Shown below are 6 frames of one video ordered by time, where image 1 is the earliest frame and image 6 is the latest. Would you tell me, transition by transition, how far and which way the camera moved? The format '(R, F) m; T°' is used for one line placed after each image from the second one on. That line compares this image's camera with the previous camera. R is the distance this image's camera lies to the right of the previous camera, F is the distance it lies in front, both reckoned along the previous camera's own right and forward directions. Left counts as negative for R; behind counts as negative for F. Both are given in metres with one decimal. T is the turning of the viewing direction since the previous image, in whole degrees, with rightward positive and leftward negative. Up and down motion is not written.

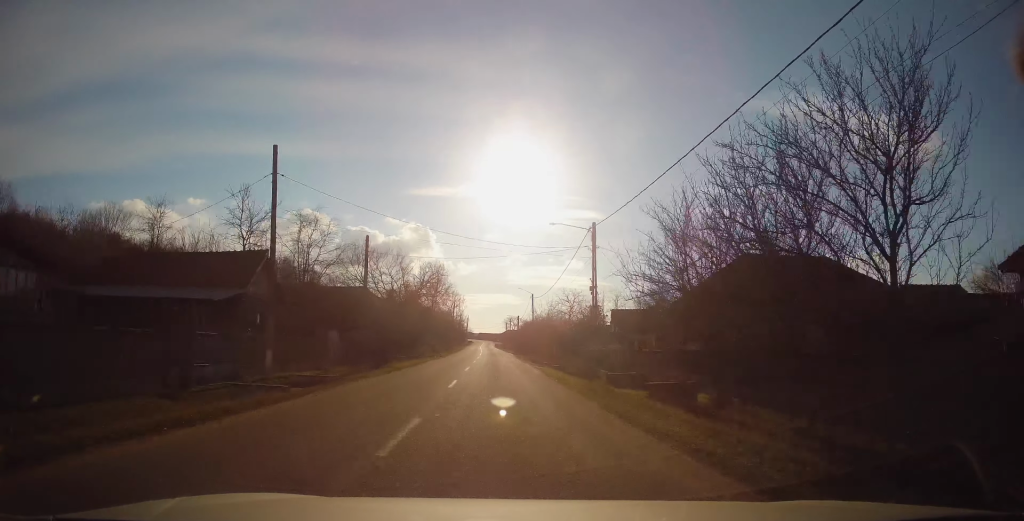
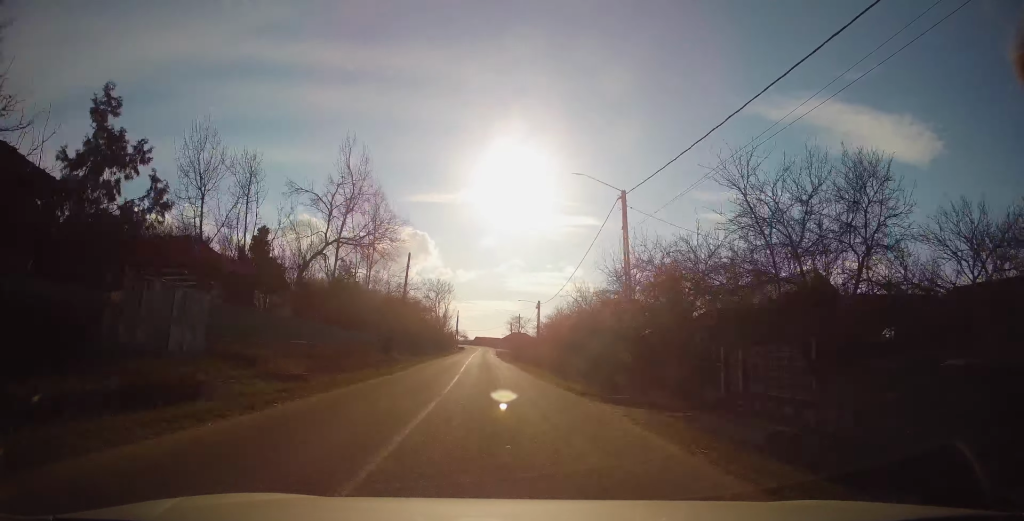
(-0.8, +50.5) m; 0°
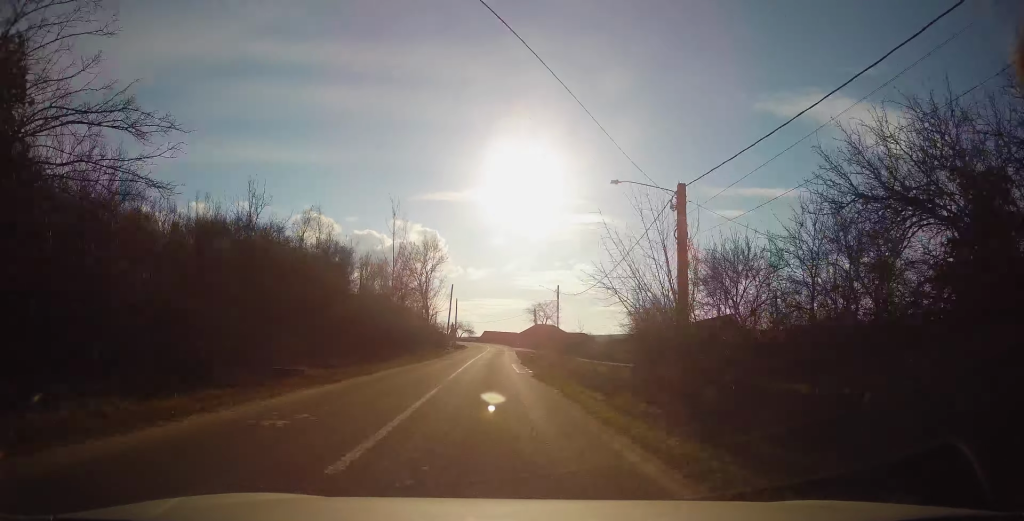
(-0.1, +45.7) m; -2°
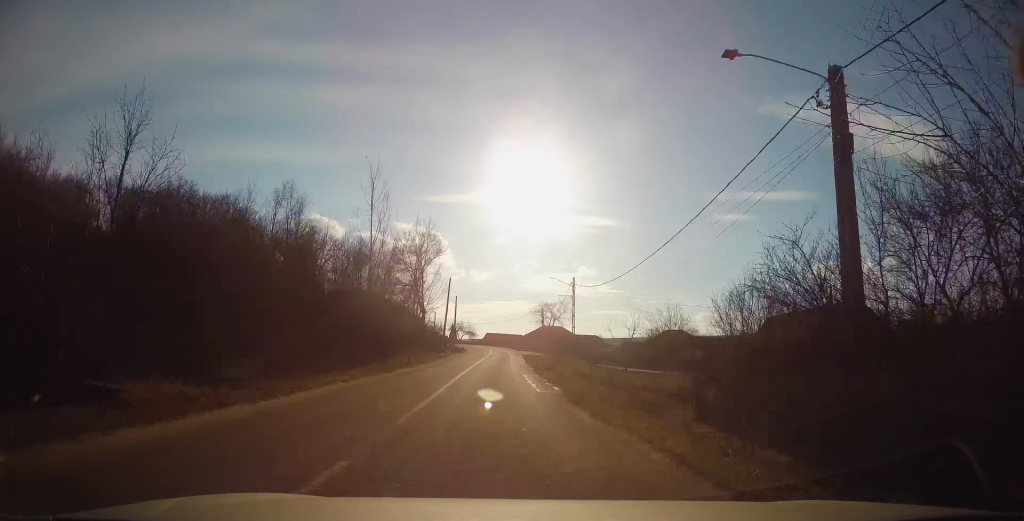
(-0.1, +8.6) m; 0°
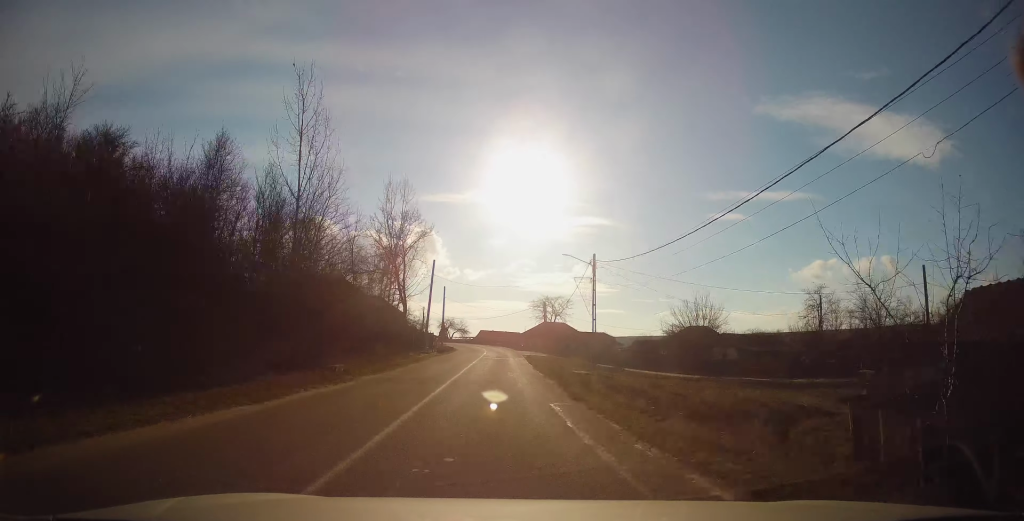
(-0.3, +12.1) m; 0°
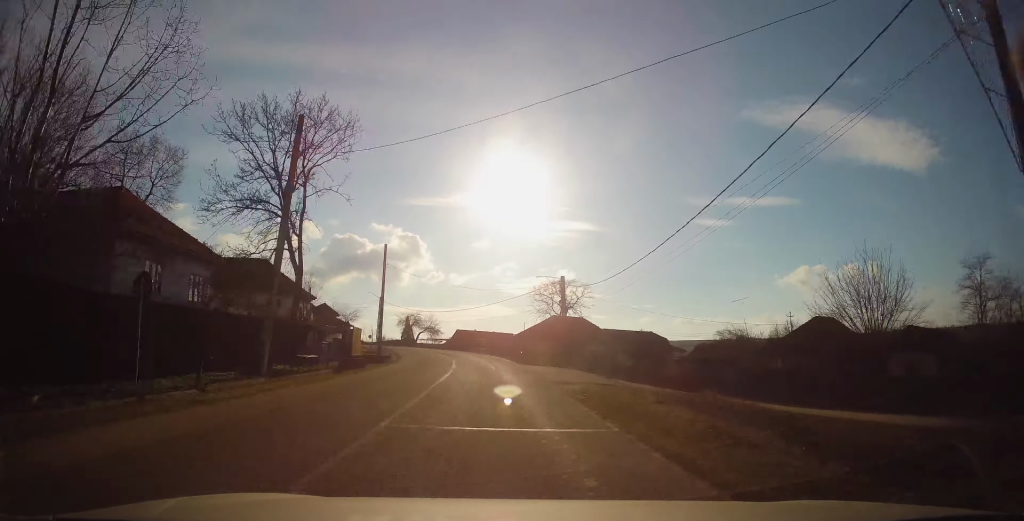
(+0.9, +32.2) m; +1°
